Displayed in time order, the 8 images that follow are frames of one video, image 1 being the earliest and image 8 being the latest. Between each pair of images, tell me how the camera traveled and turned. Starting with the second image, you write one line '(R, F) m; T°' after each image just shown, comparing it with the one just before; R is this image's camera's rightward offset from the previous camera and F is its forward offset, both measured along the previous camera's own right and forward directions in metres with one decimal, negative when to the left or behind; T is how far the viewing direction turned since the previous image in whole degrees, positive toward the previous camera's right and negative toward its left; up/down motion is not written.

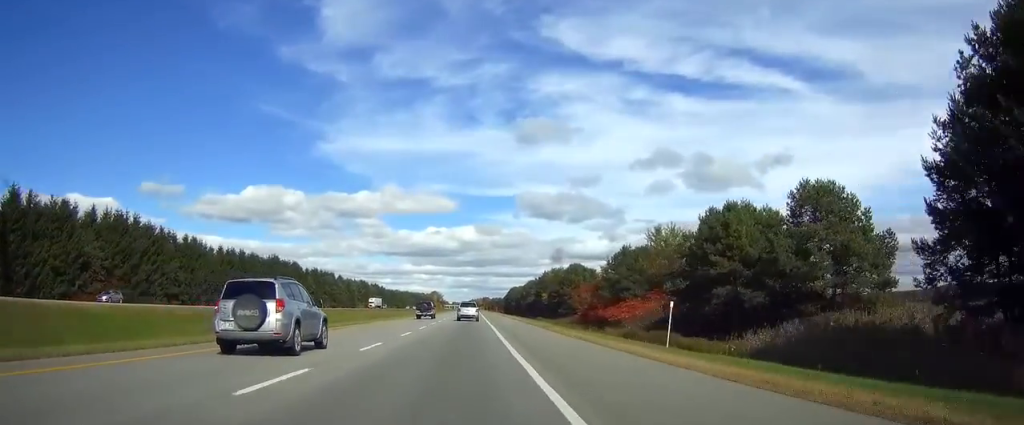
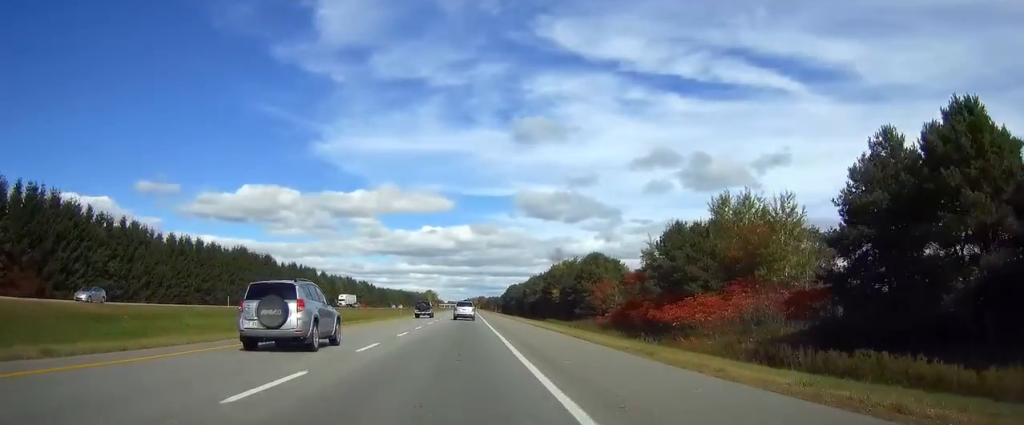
(-0.1, +27.4) m; 0°
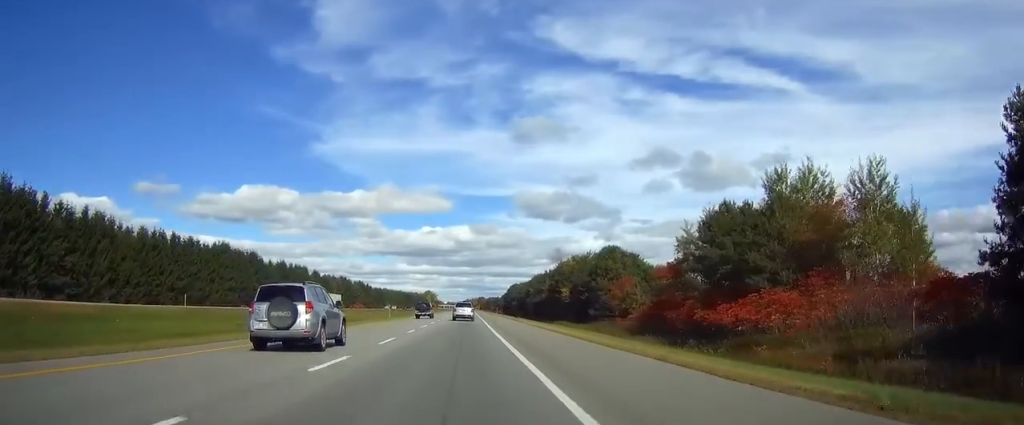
(0.0, +13.7) m; 0°
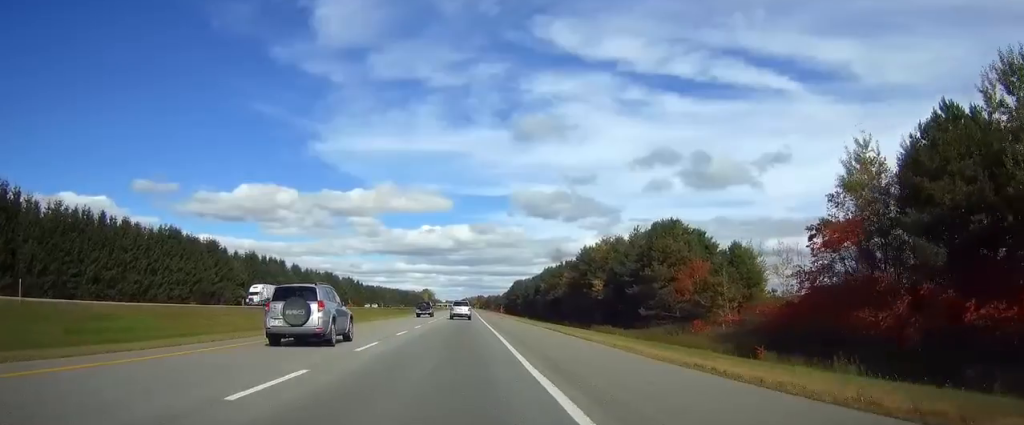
(0.0, +30.6) m; 0°
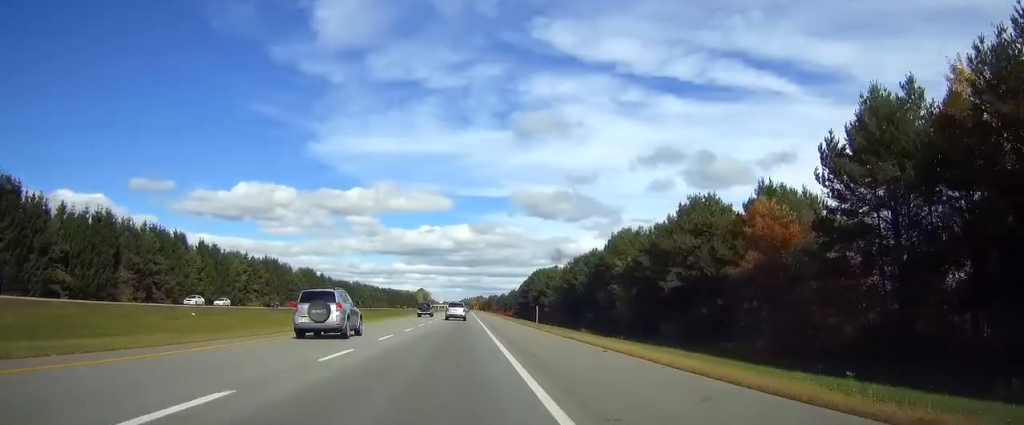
(+0.1, +83.5) m; 0°
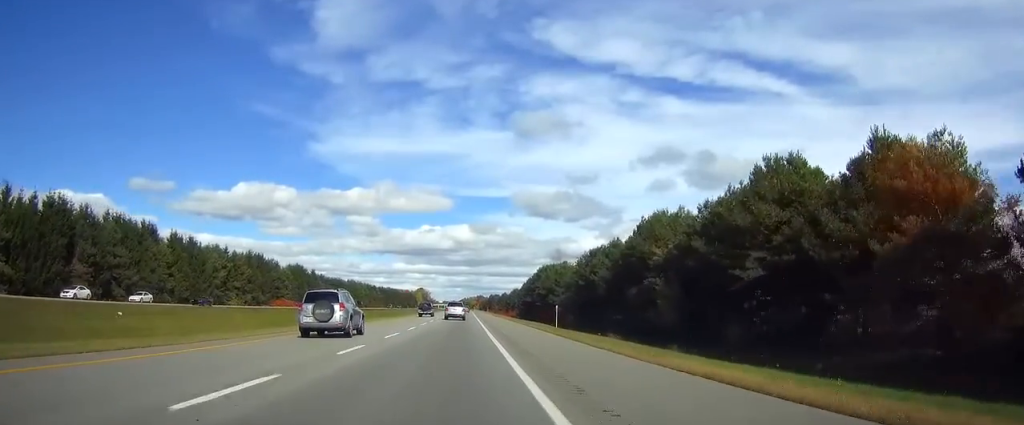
(-0.1, +15.8) m; 0°
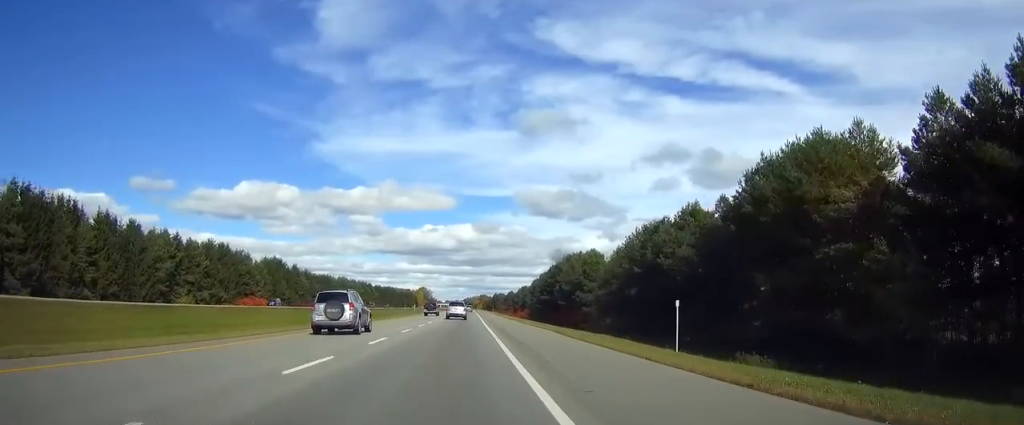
(+0.1, +31.7) m; 0°
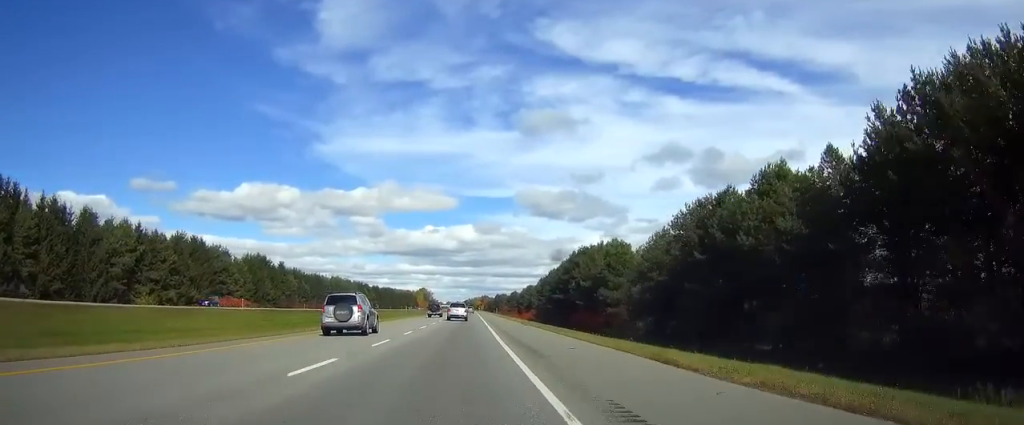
(0.0, +17.9) m; 0°
